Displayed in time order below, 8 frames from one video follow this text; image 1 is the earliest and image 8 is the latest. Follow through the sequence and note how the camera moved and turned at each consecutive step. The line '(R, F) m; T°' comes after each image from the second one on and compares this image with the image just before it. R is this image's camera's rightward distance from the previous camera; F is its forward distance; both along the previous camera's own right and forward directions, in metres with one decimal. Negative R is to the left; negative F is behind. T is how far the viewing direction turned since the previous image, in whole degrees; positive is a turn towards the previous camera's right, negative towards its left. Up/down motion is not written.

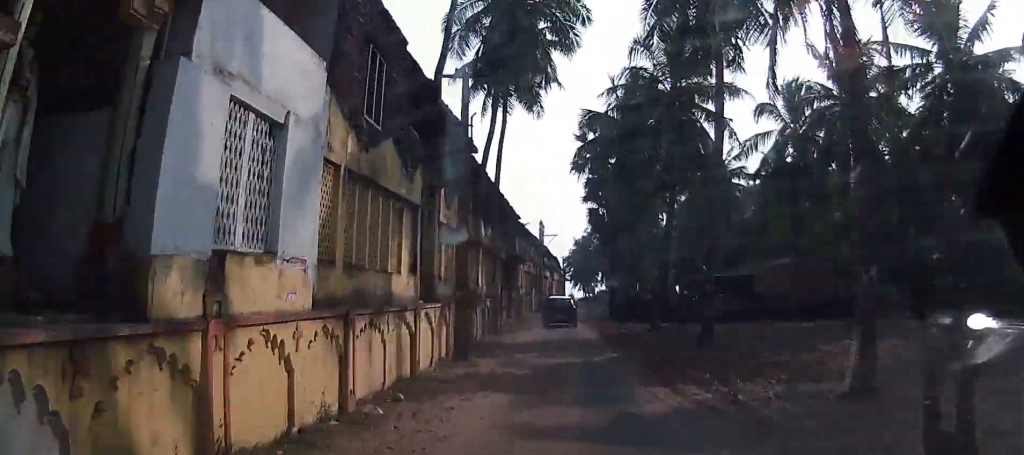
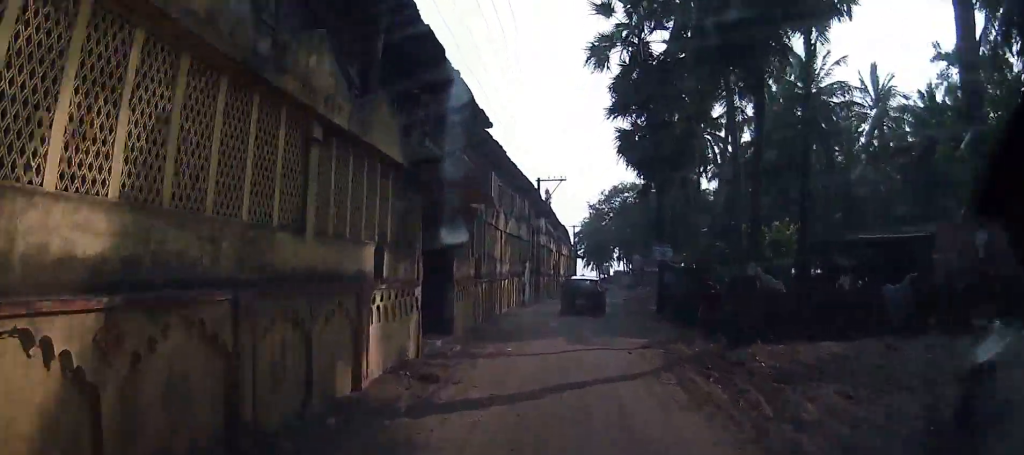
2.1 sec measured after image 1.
(0.0, +20.8) m; +2°
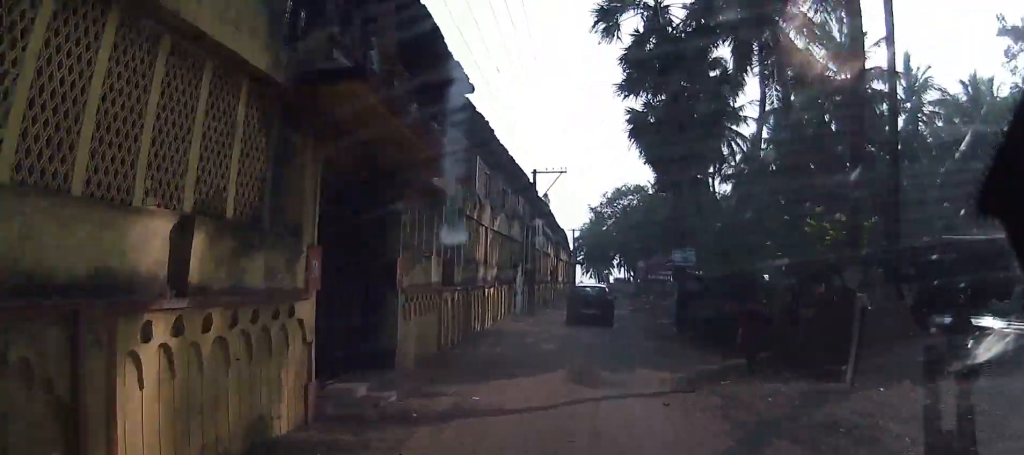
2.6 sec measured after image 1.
(+0.3, +5.1) m; -1°
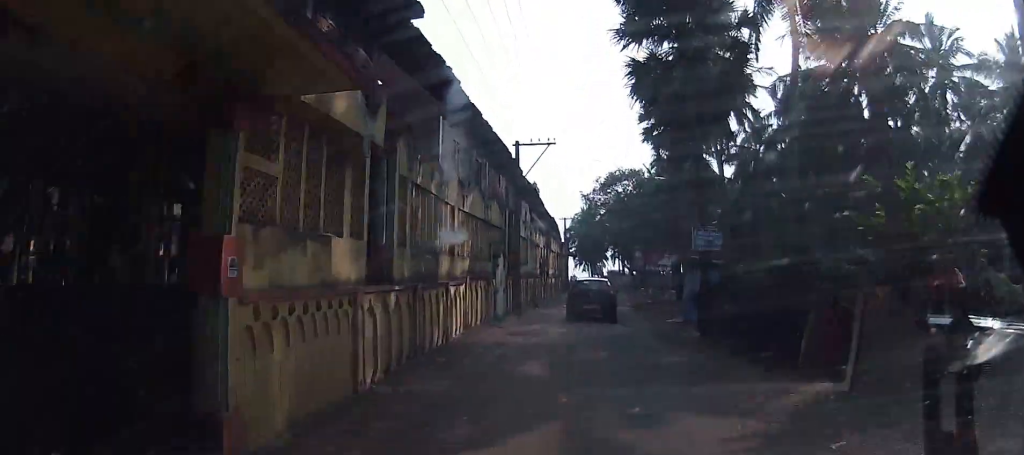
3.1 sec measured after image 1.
(+0.2, +5.0) m; -1°
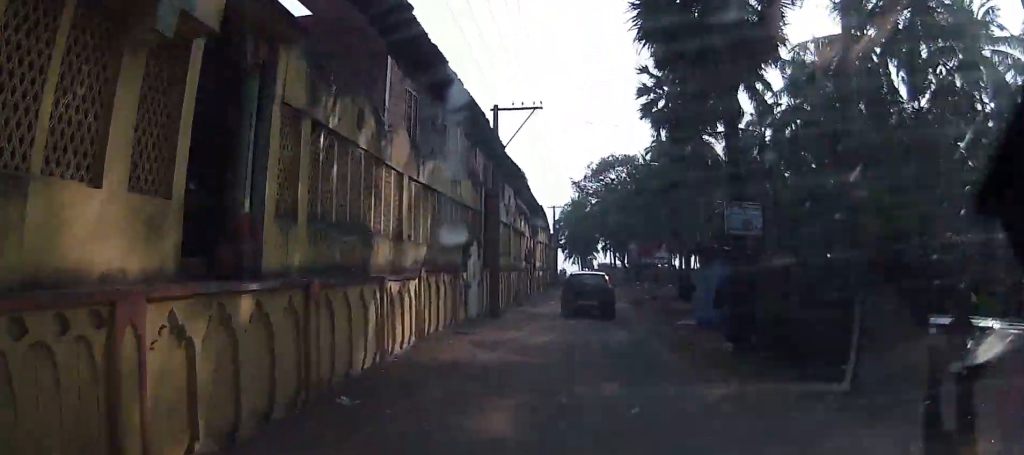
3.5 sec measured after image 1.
(-0.5, +4.6) m; 0°
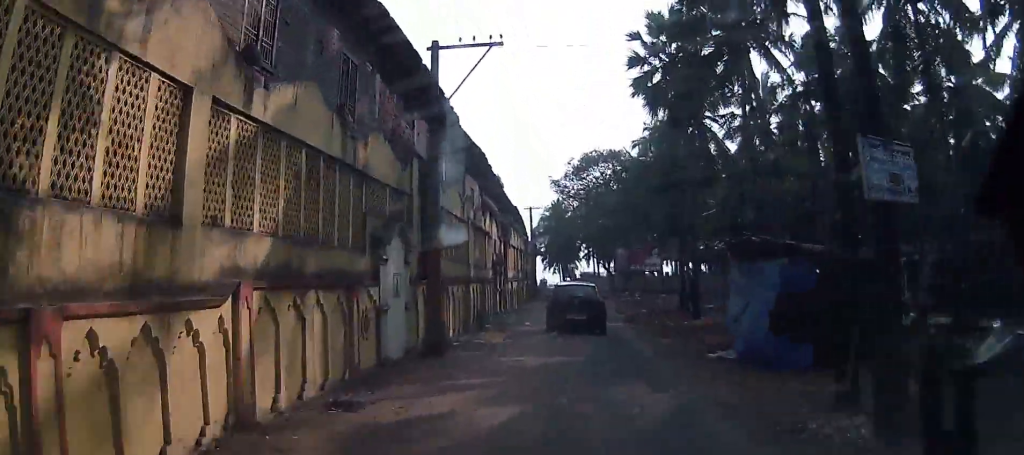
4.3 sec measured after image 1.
(-0.1, +7.0) m; +1°
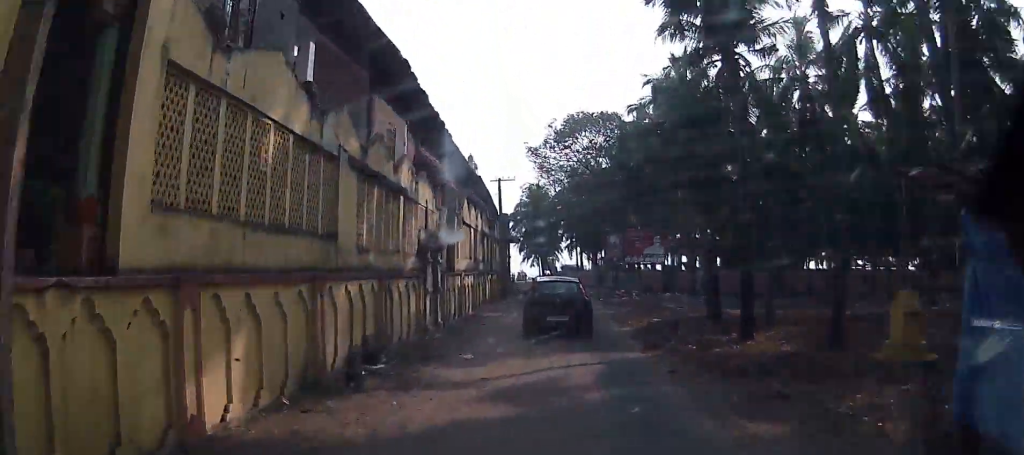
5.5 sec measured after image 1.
(+0.5, +11.1) m; +2°
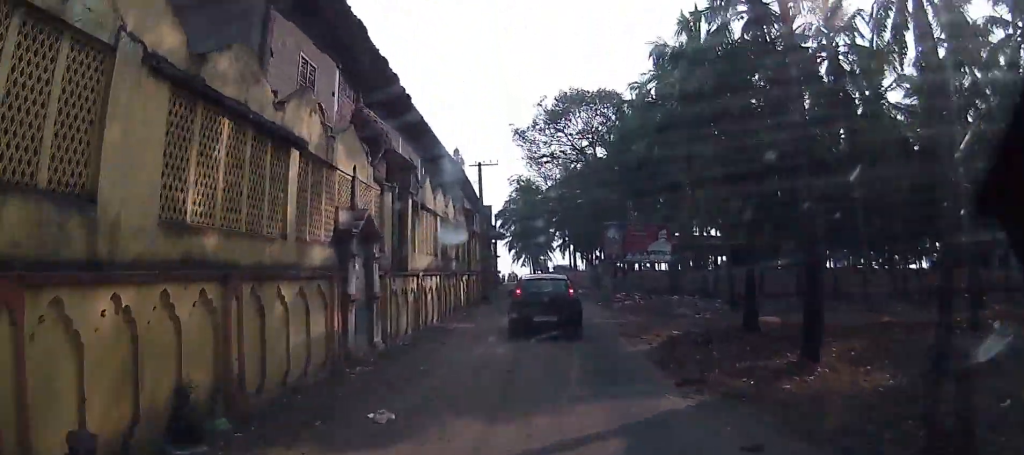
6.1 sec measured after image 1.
(-0.1, +5.6) m; 0°
